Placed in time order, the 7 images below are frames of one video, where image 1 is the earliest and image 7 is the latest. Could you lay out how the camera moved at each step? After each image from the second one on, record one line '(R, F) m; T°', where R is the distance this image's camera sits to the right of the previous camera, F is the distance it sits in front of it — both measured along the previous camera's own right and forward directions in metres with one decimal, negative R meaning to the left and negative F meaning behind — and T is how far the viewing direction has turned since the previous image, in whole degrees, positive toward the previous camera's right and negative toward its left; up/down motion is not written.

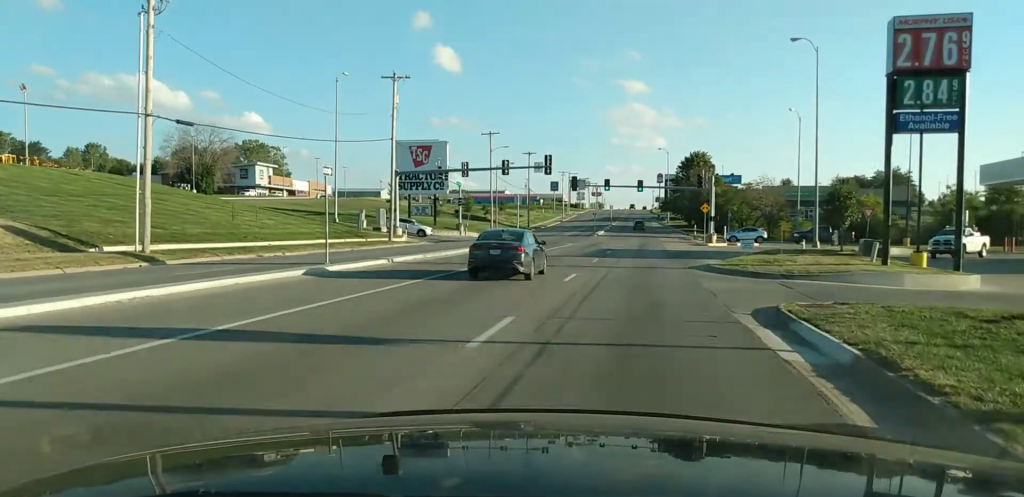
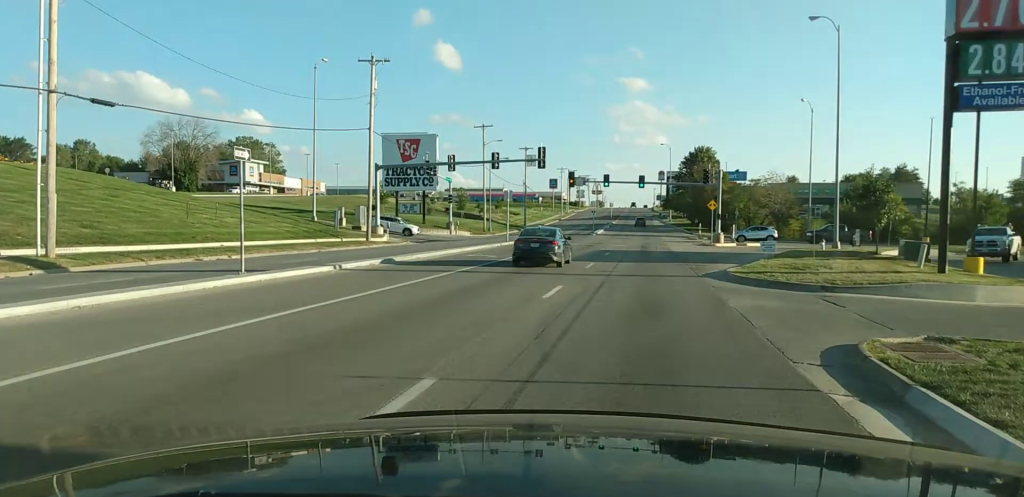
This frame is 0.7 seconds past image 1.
(0.0, +5.8) m; +2°
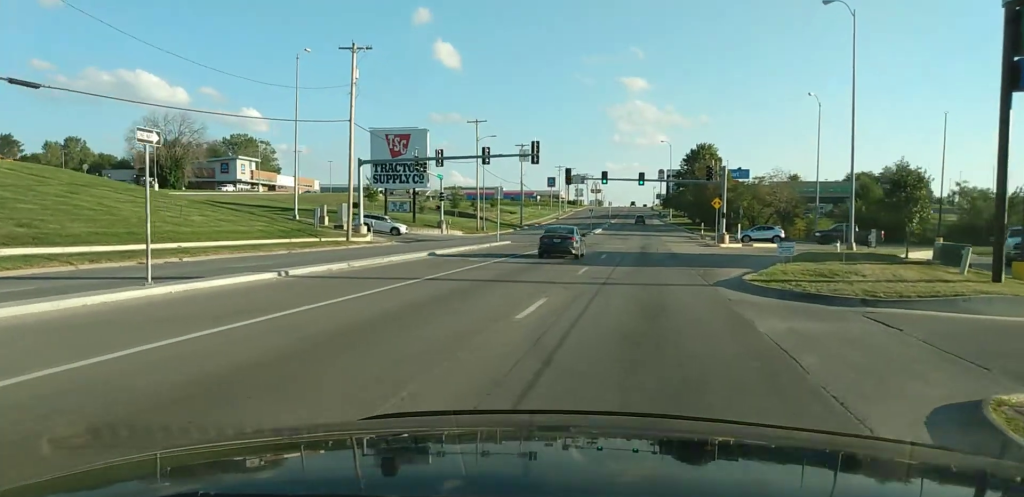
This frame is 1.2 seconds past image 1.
(0.0, +3.5) m; +3°
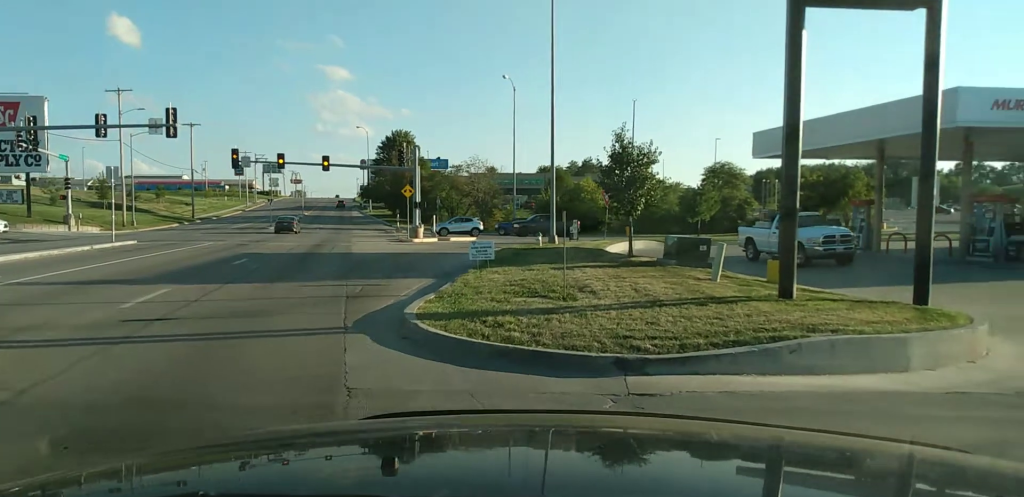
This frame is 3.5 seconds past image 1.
(+2.0, +9.9) m; +34°
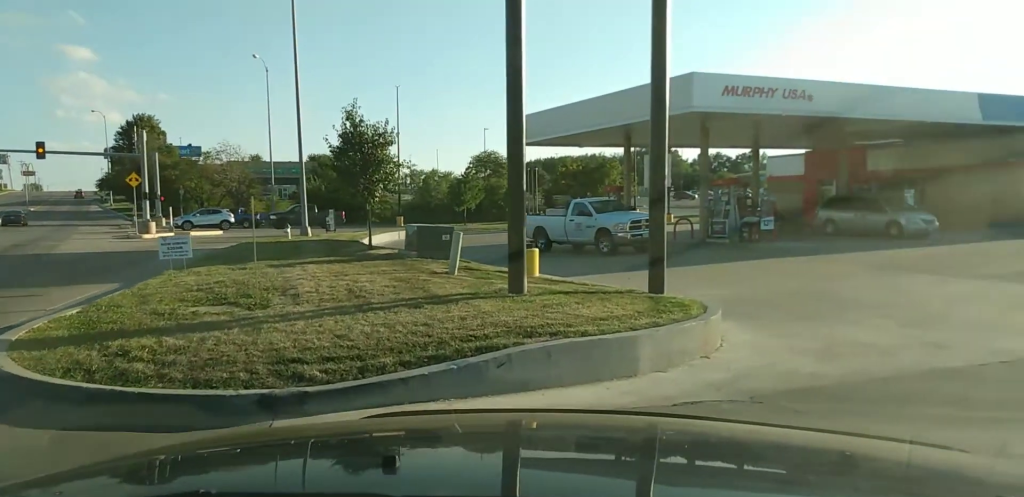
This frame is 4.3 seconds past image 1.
(+0.3, +2.3) m; +11°
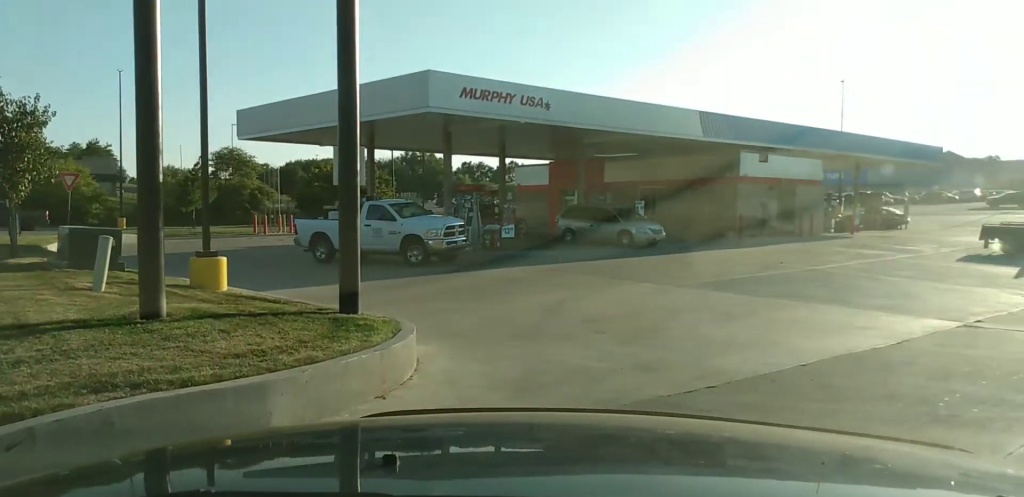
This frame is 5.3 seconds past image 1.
(+0.2, +2.5) m; +11°
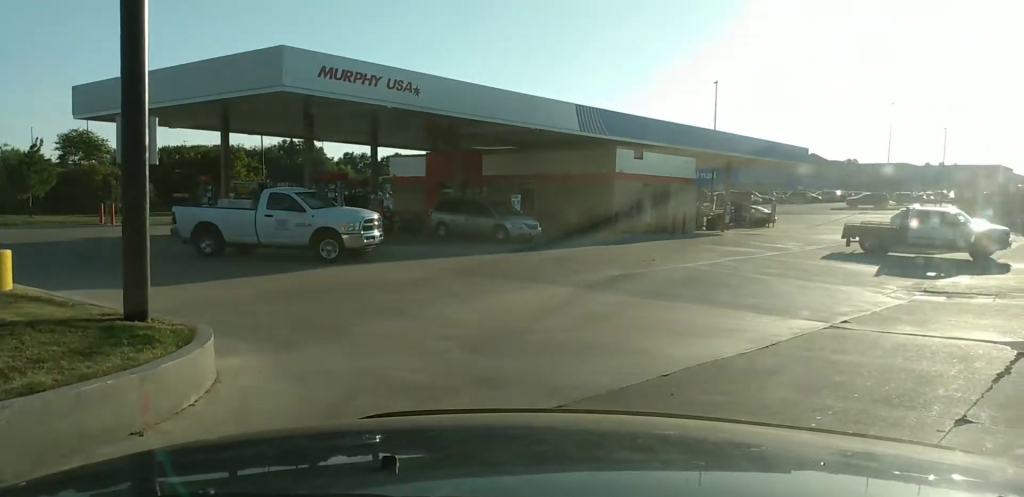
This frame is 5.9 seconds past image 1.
(+0.1, +1.3) m; +5°
